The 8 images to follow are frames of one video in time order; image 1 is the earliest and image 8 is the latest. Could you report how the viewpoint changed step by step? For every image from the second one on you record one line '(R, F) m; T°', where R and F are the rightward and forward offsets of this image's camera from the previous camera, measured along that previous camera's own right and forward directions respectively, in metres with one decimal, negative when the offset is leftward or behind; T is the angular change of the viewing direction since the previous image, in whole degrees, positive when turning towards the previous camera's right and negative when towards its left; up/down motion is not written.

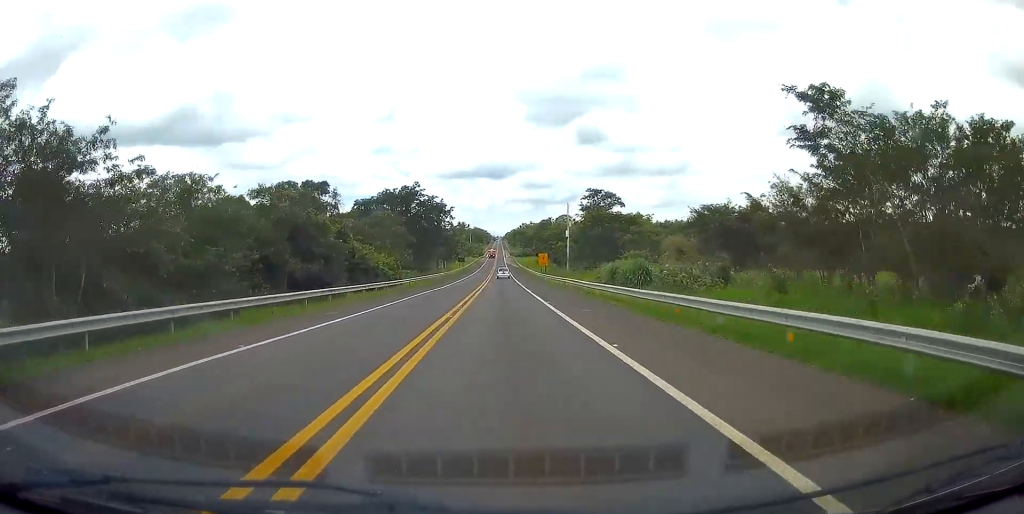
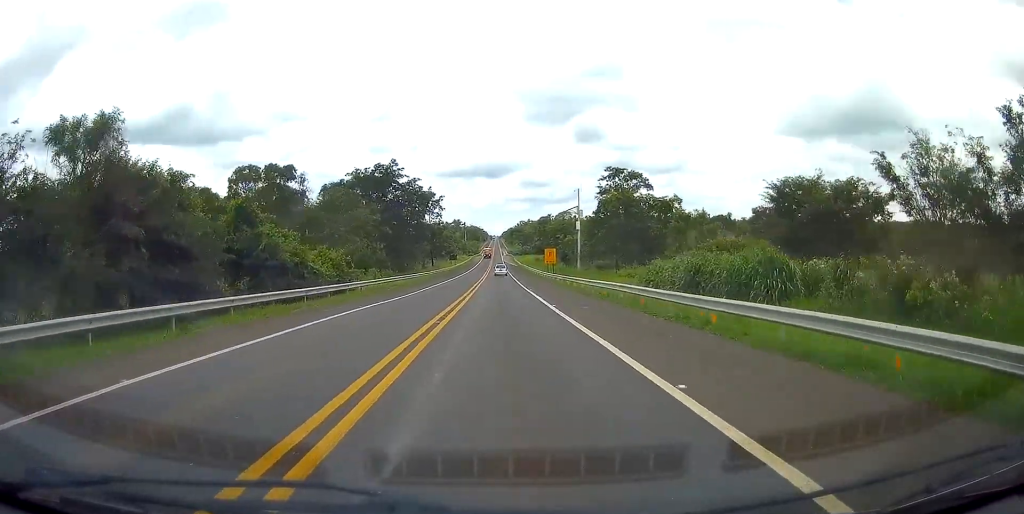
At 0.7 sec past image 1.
(+0.2, +20.1) m; 0°
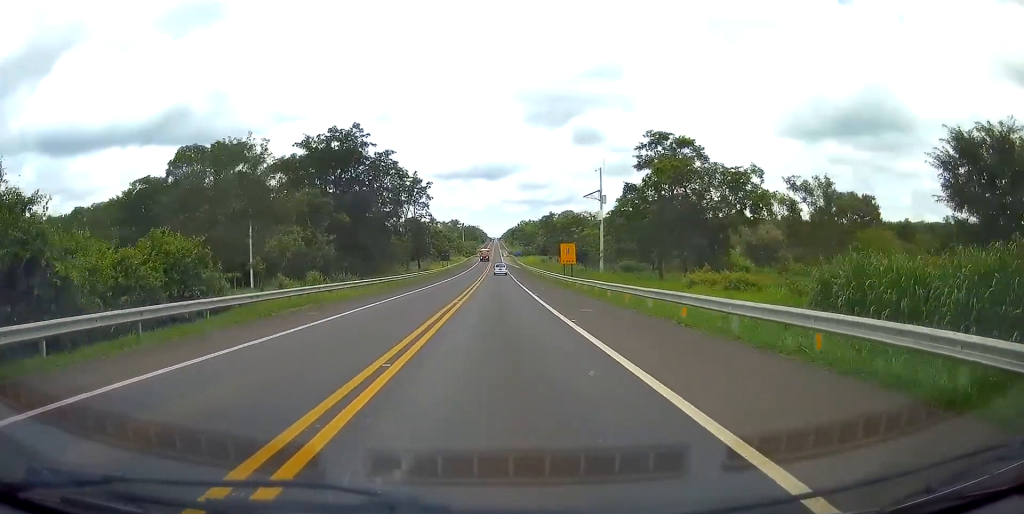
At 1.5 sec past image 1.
(-0.1, +21.8) m; 0°
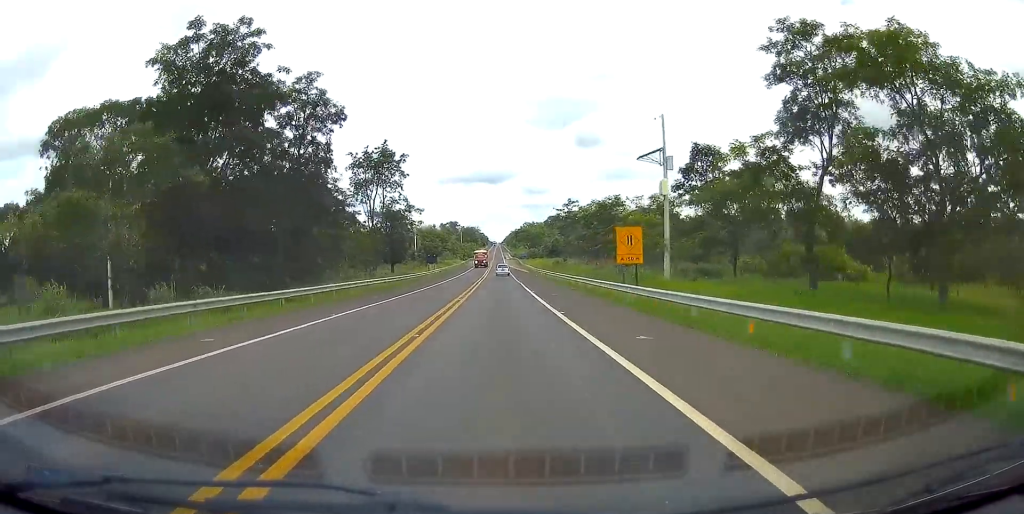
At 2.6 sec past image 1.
(0.0, +29.0) m; 0°
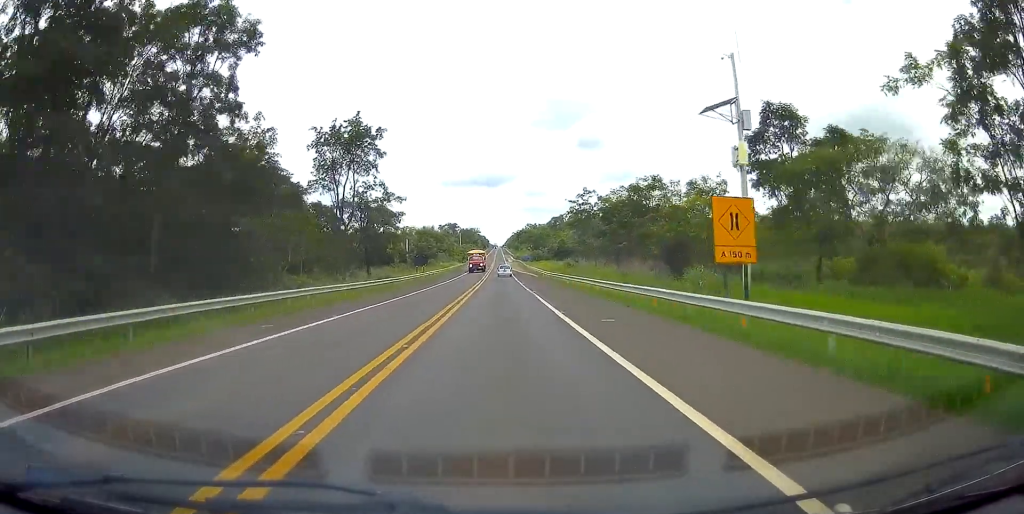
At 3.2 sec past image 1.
(+0.1, +15.4) m; 0°
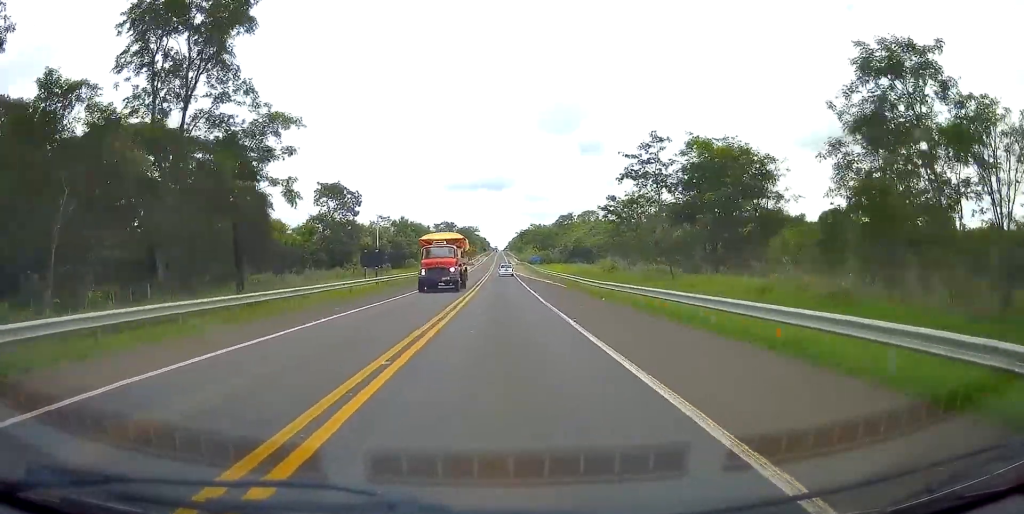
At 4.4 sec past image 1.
(-0.2, +33.4) m; 0°
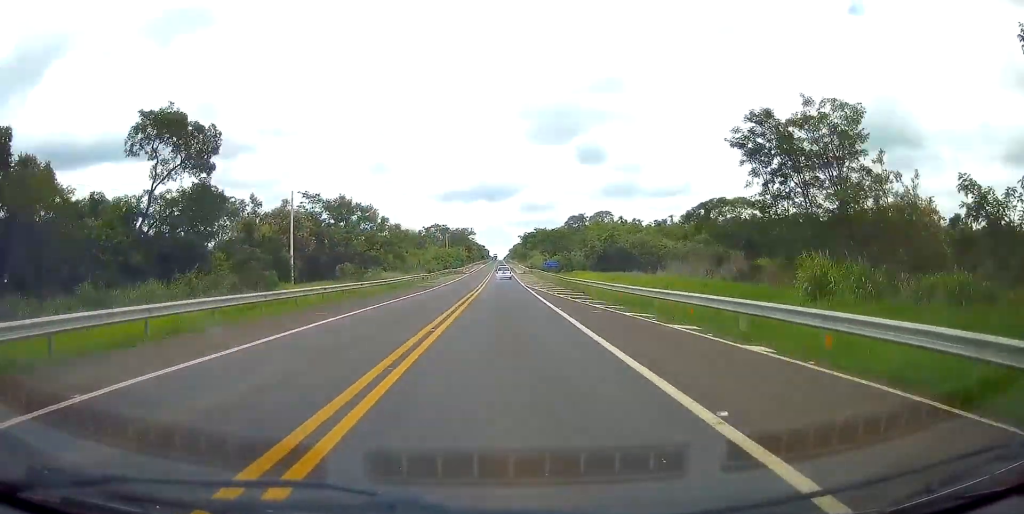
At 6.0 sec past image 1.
(-0.1, +42.1) m; -1°
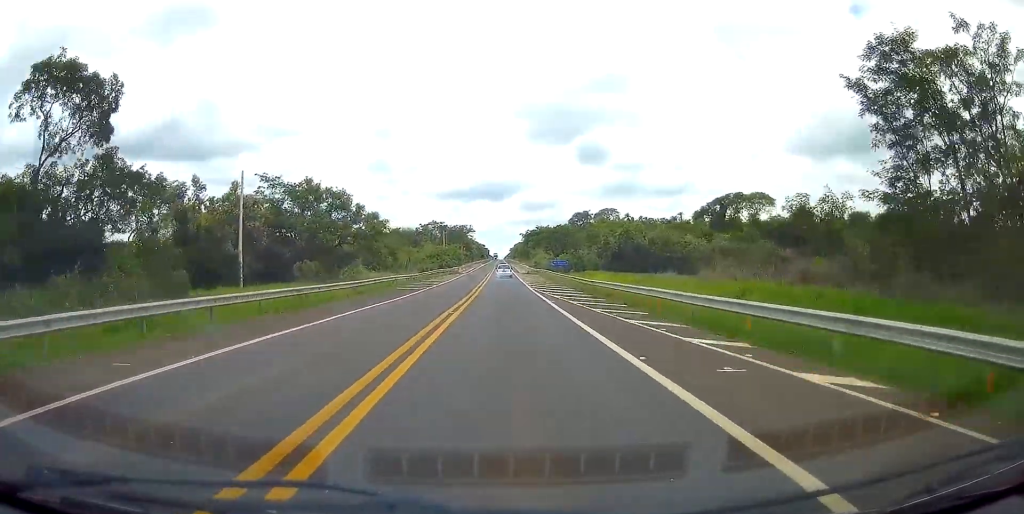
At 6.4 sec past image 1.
(0.0, +12.2) m; 0°
